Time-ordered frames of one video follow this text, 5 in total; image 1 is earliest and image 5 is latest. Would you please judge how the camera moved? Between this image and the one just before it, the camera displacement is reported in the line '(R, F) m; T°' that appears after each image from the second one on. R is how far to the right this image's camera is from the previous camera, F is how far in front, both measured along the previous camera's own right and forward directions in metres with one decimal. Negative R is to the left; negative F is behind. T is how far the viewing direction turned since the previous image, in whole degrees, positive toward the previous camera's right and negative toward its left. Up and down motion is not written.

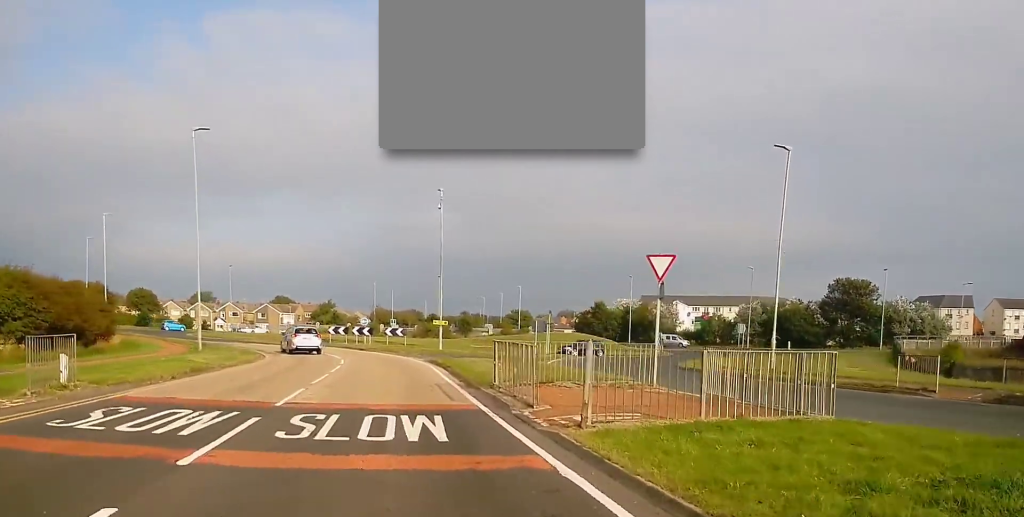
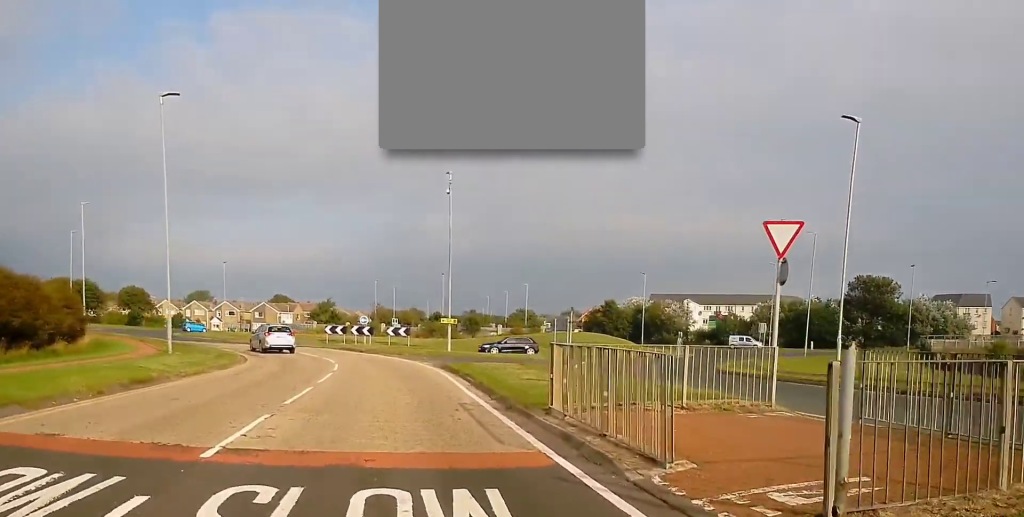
(-0.2, +5.9) m; 0°
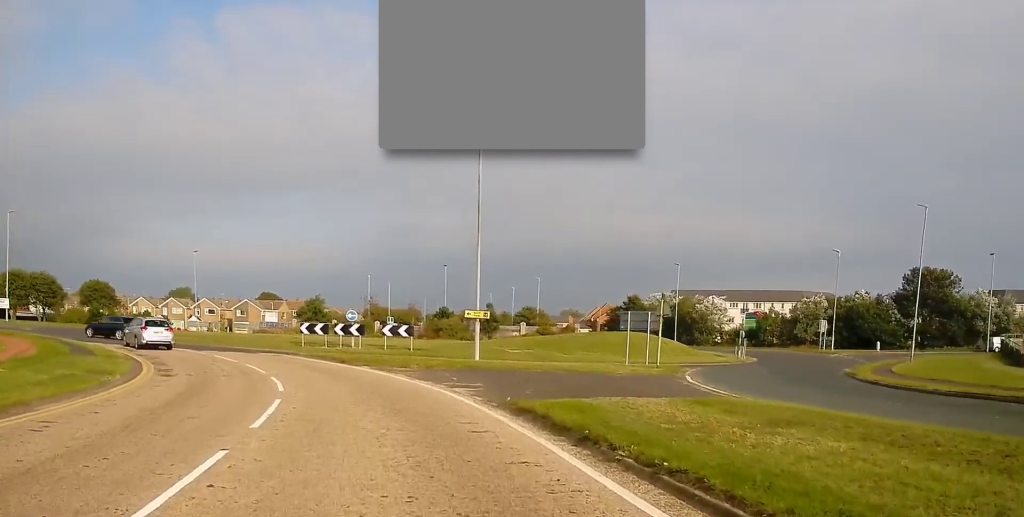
(+0.5, +16.4) m; +2°
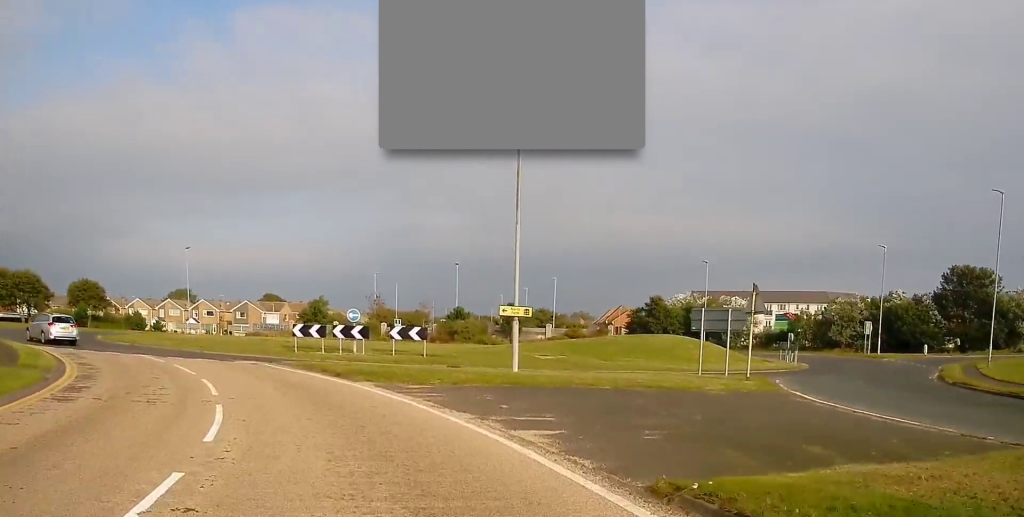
(-0.2, +7.4) m; -4°
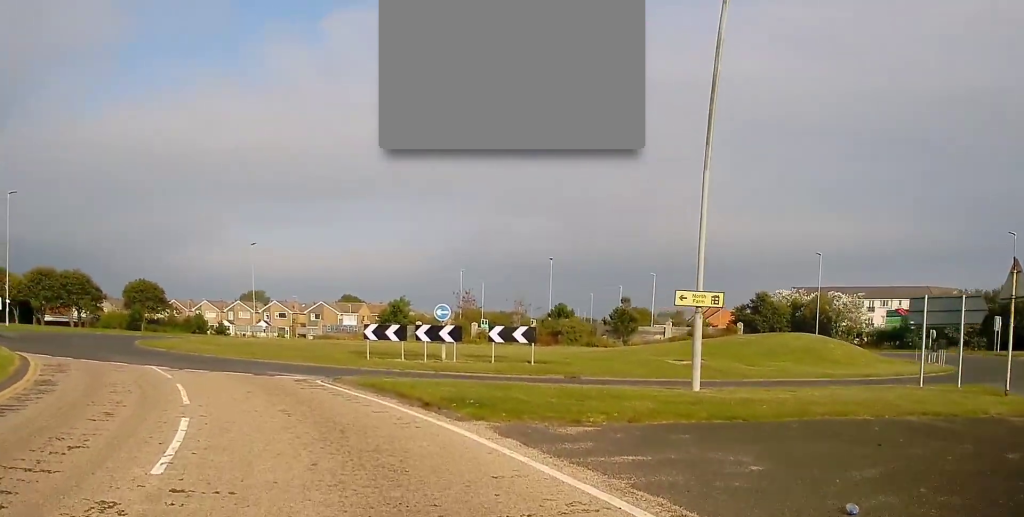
(-0.1, +8.1) m; -3°
